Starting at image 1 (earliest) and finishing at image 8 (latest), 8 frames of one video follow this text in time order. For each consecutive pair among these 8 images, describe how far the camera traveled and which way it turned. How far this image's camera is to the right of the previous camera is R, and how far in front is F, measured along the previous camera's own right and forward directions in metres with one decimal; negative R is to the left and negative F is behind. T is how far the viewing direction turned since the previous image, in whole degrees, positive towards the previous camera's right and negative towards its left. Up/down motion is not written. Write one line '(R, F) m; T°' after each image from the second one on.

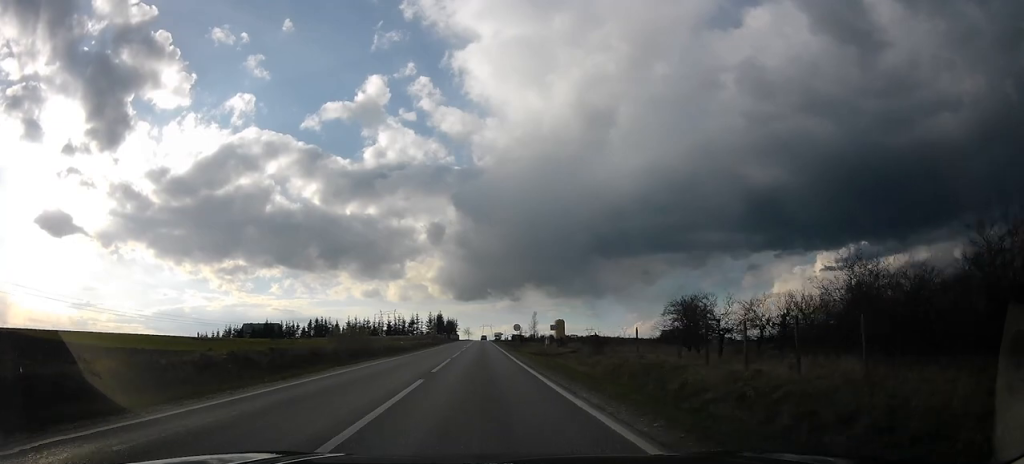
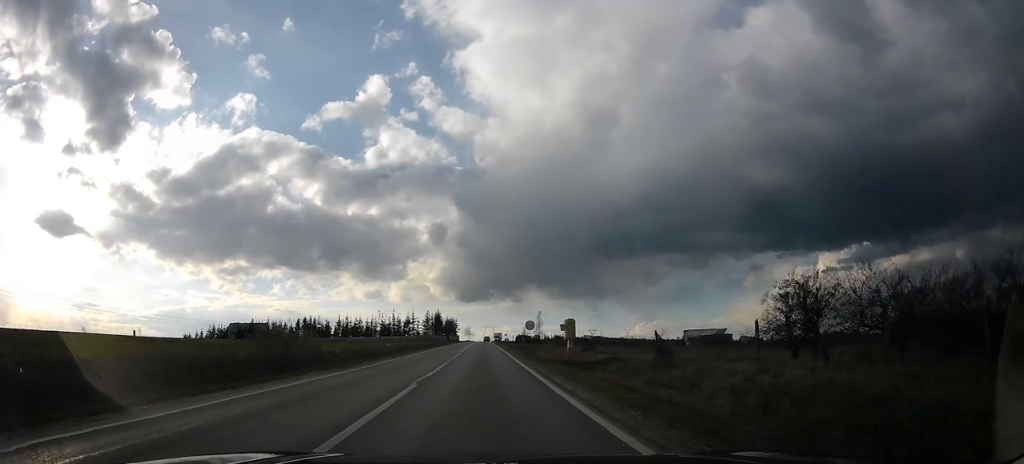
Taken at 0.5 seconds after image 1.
(0.0, +13.5) m; 0°
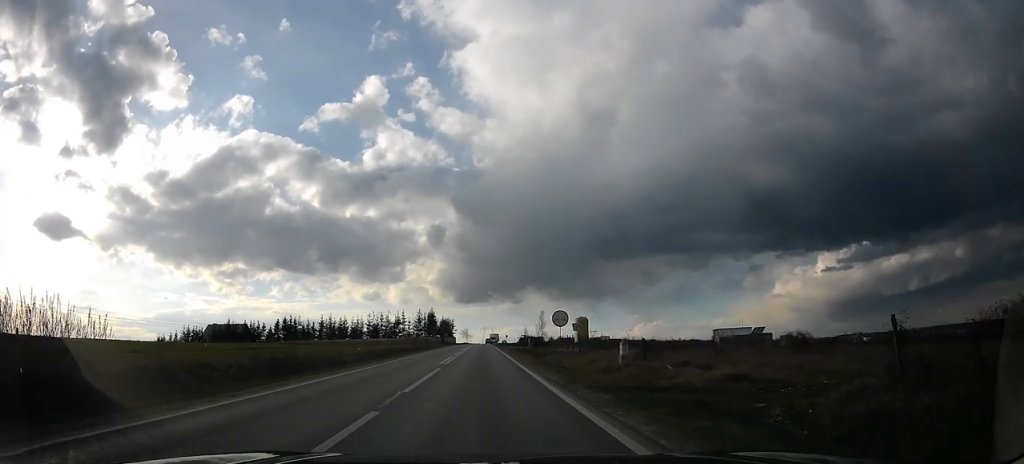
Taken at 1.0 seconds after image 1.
(0.0, +16.3) m; 0°
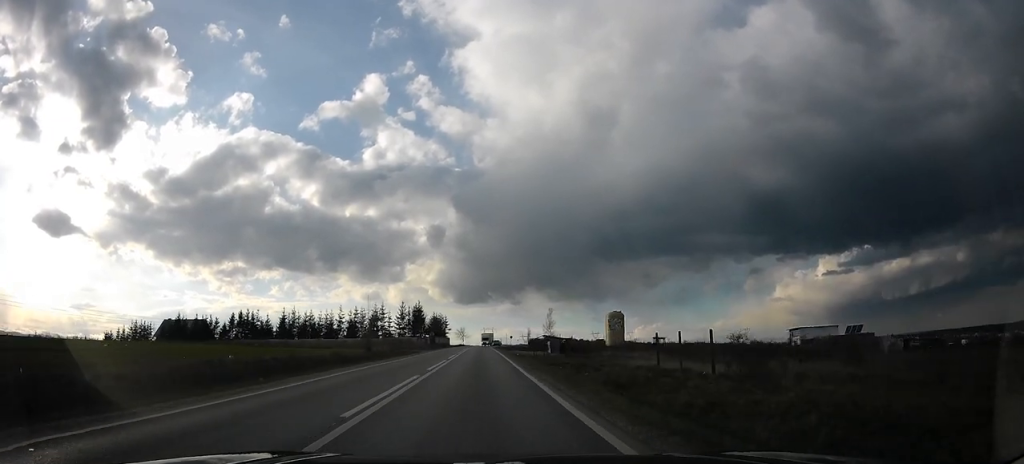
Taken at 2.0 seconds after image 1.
(0.0, +27.6) m; 0°
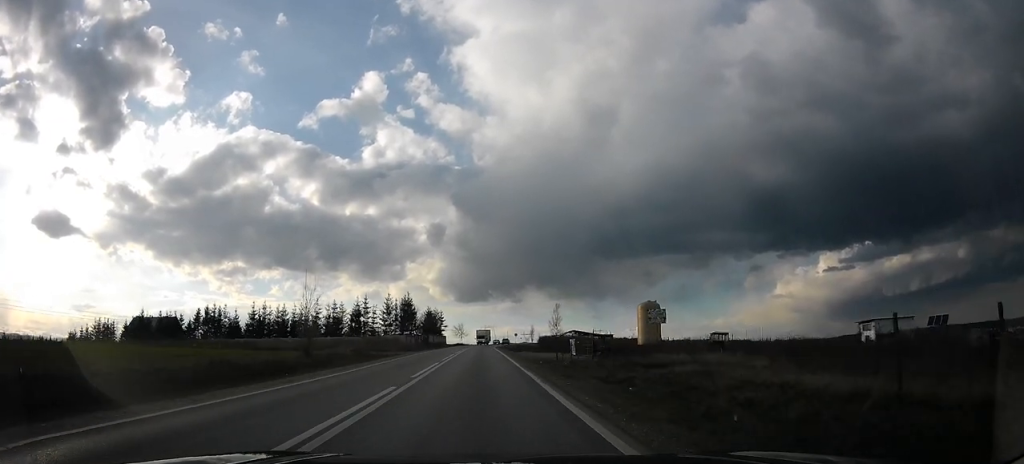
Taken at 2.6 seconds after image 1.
(0.0, +16.1) m; 0°
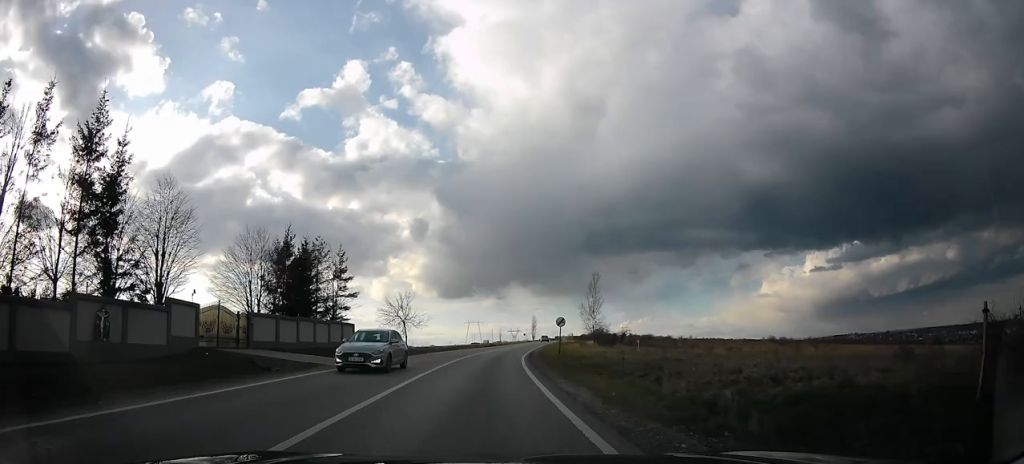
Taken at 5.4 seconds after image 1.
(-0.7, +79.3) m; +1°
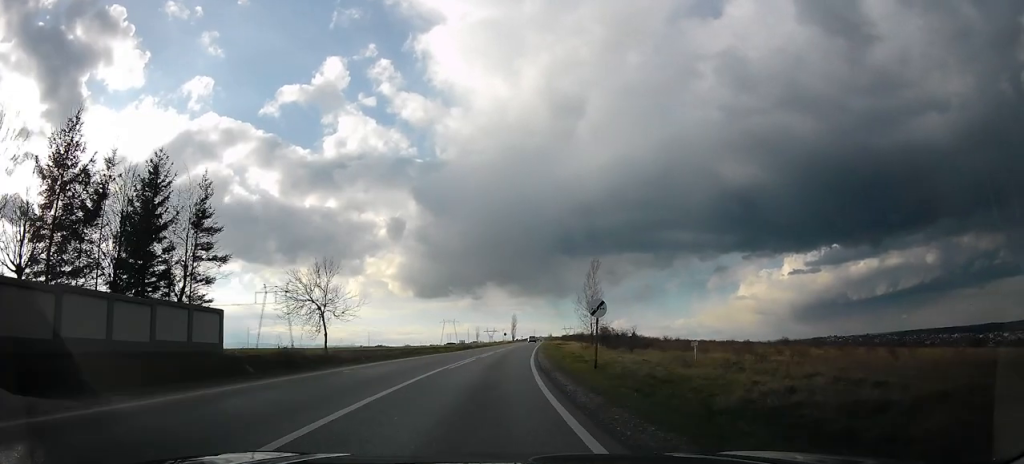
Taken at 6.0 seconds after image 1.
(-0.3, +18.8) m; +3°
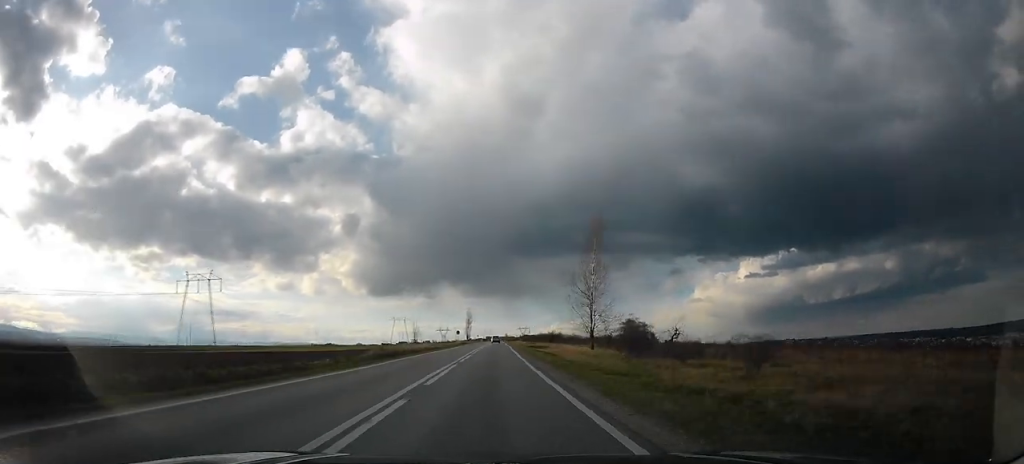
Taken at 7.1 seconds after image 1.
(+2.7, +30.0) m; +5°
